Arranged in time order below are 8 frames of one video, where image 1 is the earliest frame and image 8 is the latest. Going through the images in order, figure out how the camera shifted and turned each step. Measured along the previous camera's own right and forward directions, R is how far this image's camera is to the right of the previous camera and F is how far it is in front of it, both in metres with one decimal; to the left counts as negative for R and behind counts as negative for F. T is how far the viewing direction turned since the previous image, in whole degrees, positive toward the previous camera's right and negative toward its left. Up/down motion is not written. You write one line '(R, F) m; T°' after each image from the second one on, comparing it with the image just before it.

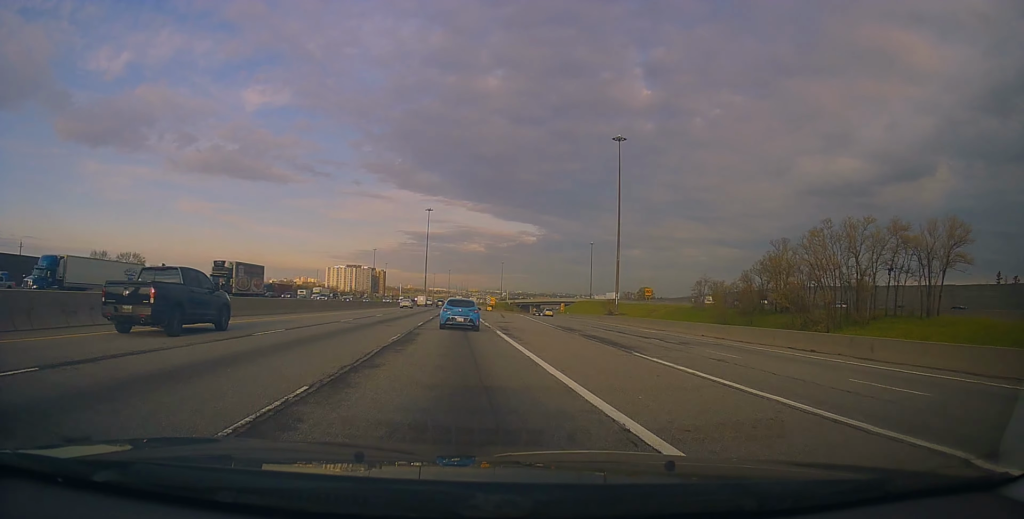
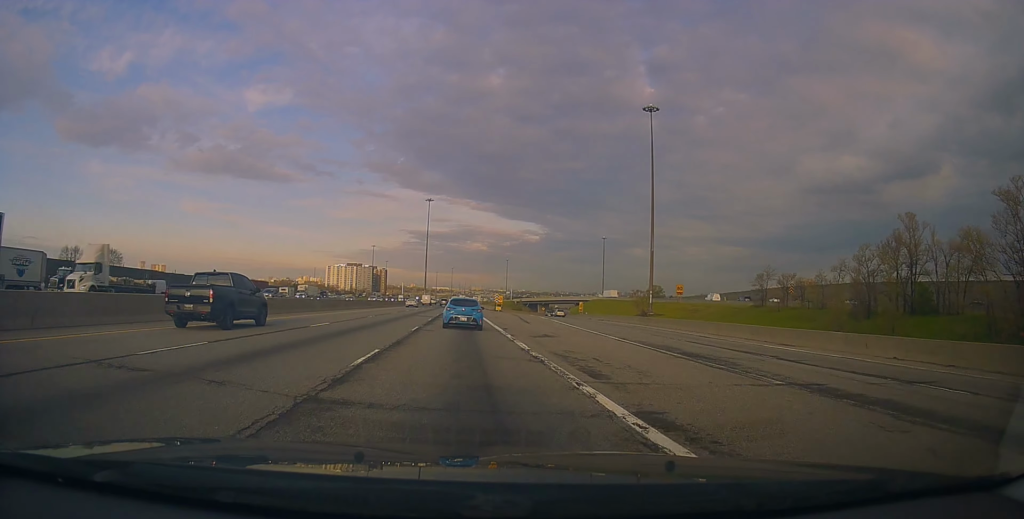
(0.0, +18.5) m; -1°
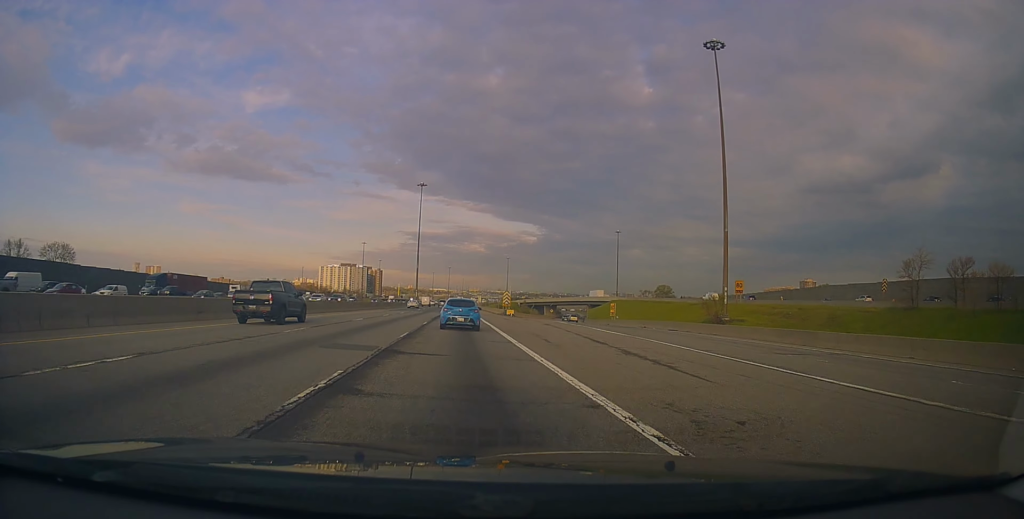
(-0.4, +28.1) m; 0°
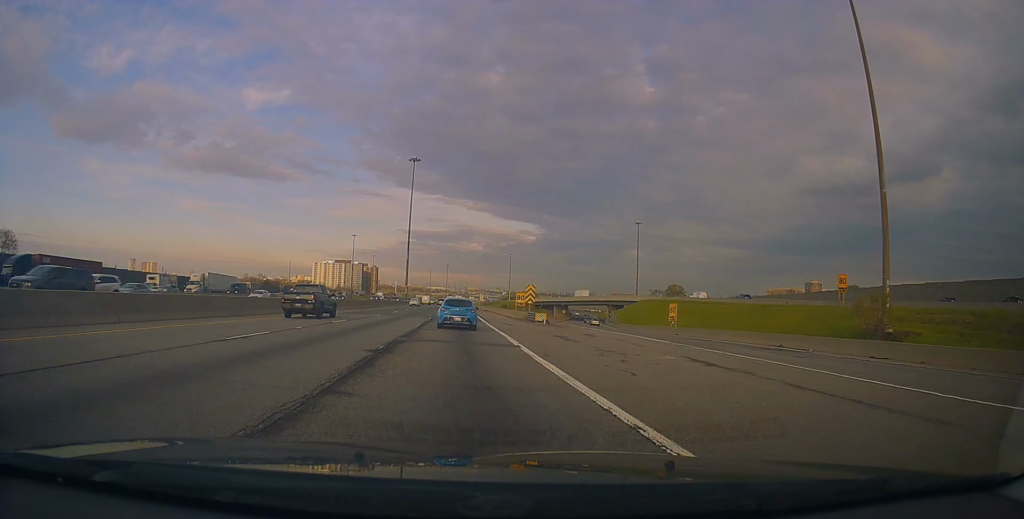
(+0.3, +29.3) m; +1°
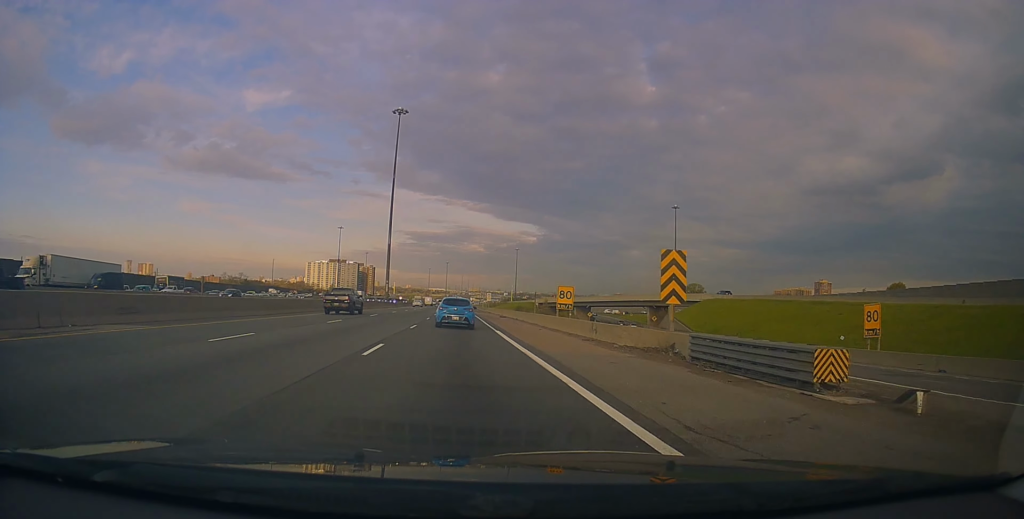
(+0.1, +37.7) m; 0°
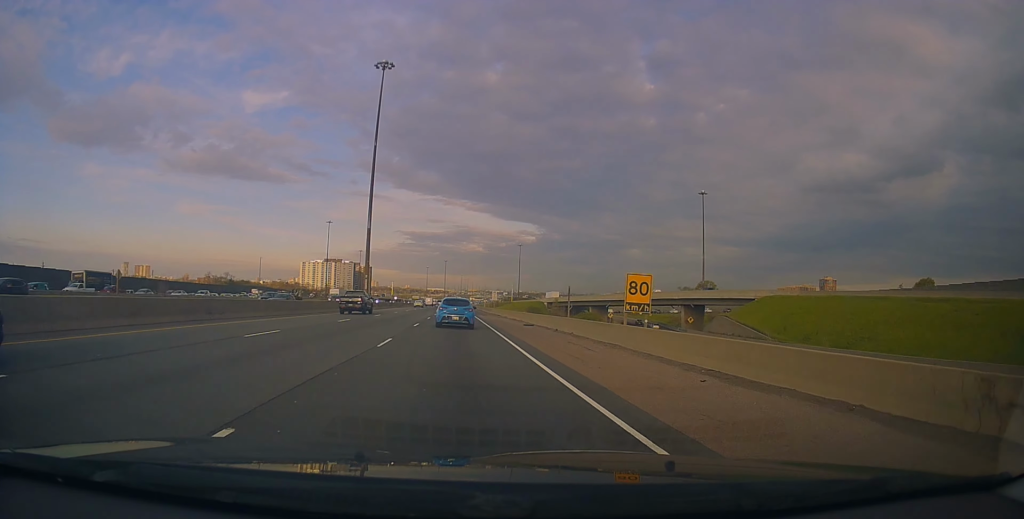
(0.0, +21.9) m; -1°
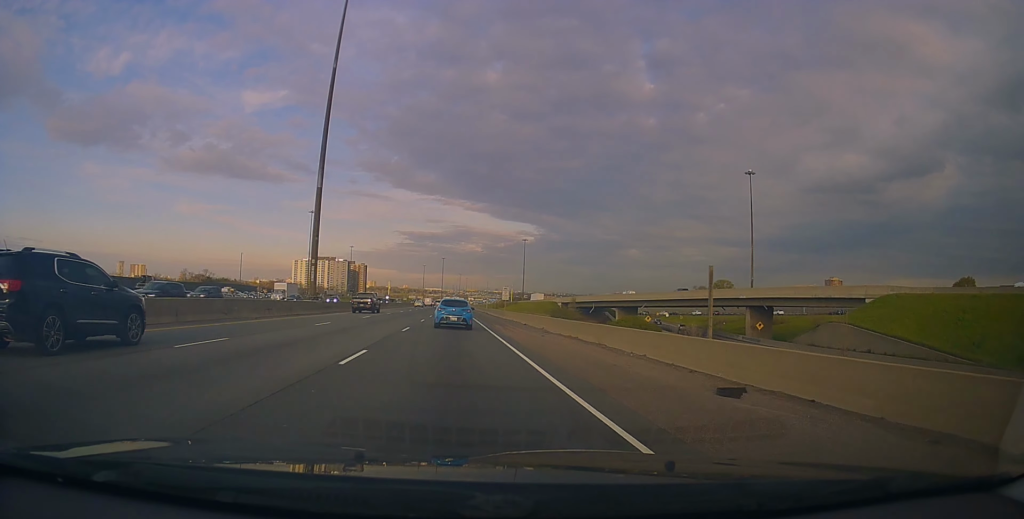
(-0.4, +27.8) m; 0°
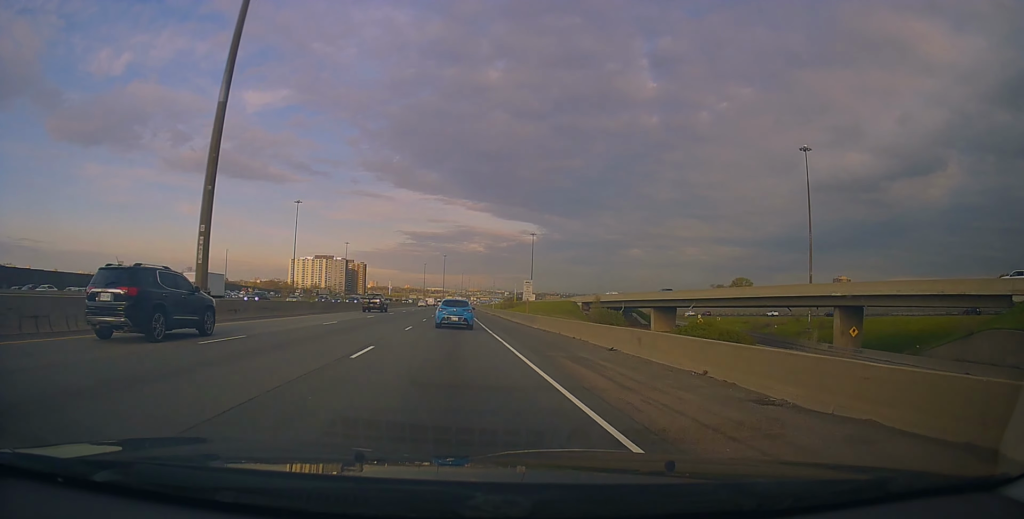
(+0.5, +23.5) m; 0°
